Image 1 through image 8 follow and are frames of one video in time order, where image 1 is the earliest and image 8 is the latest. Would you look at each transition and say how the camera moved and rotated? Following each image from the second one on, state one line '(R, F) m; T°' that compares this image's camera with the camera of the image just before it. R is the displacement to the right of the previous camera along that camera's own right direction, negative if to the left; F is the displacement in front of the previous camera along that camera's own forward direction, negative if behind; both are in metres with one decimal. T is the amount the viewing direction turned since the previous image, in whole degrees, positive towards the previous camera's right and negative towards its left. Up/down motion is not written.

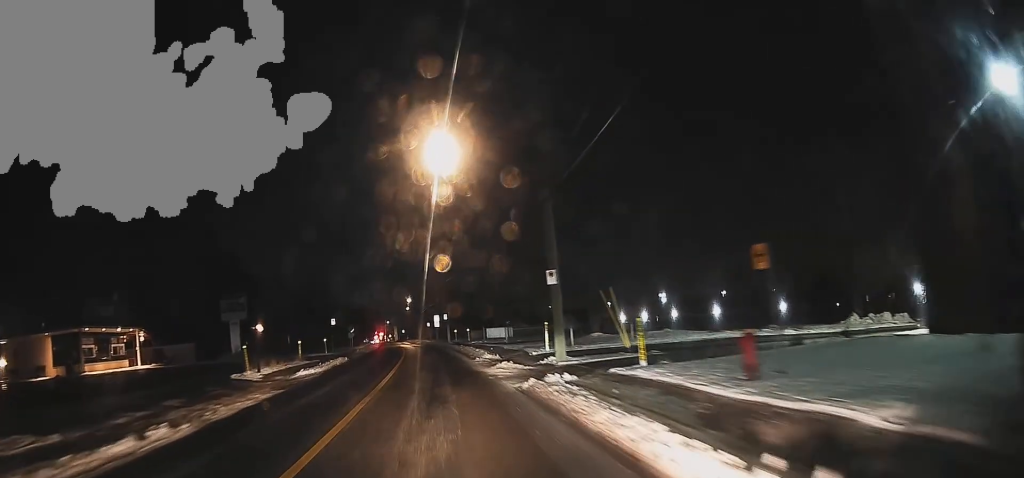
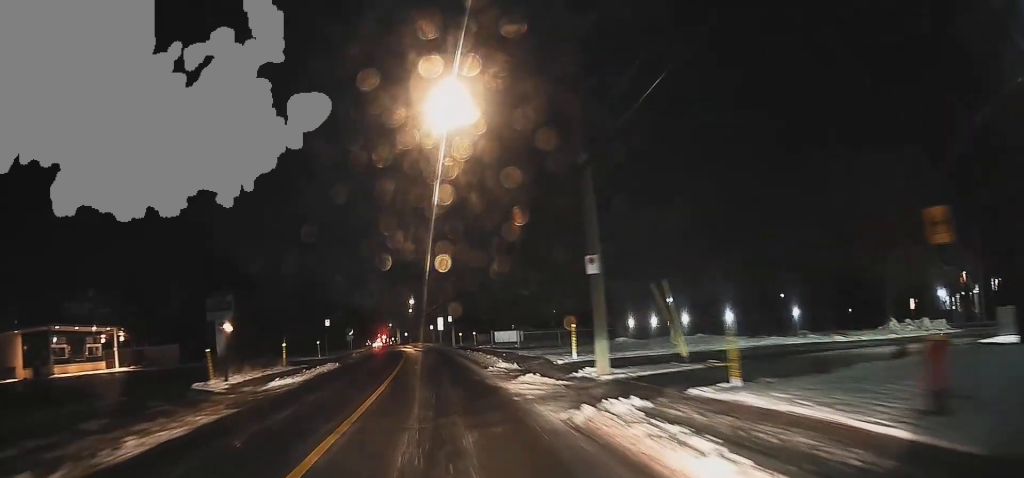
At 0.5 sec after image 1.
(-0.1, +3.4) m; -1°
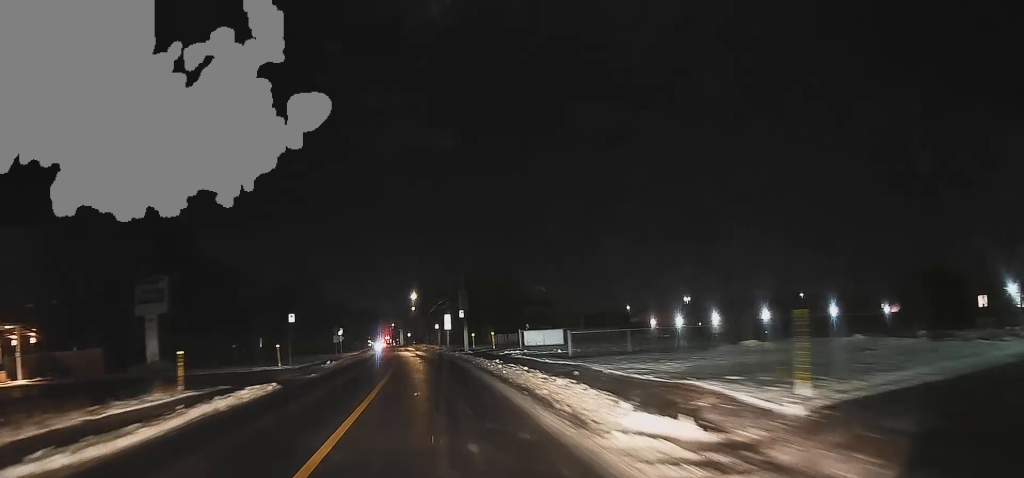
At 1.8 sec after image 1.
(-0.1, +11.1) m; +1°
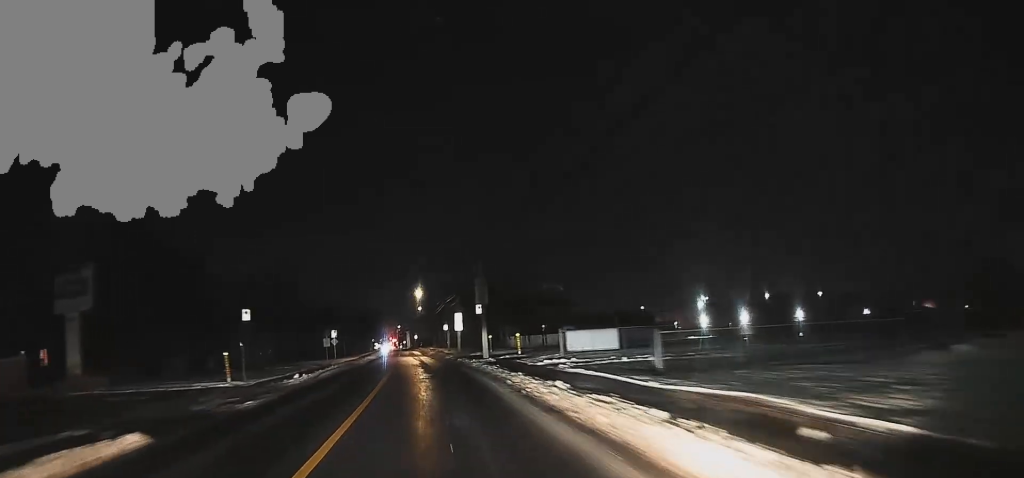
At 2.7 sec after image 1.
(+0.2, +8.5) m; 0°
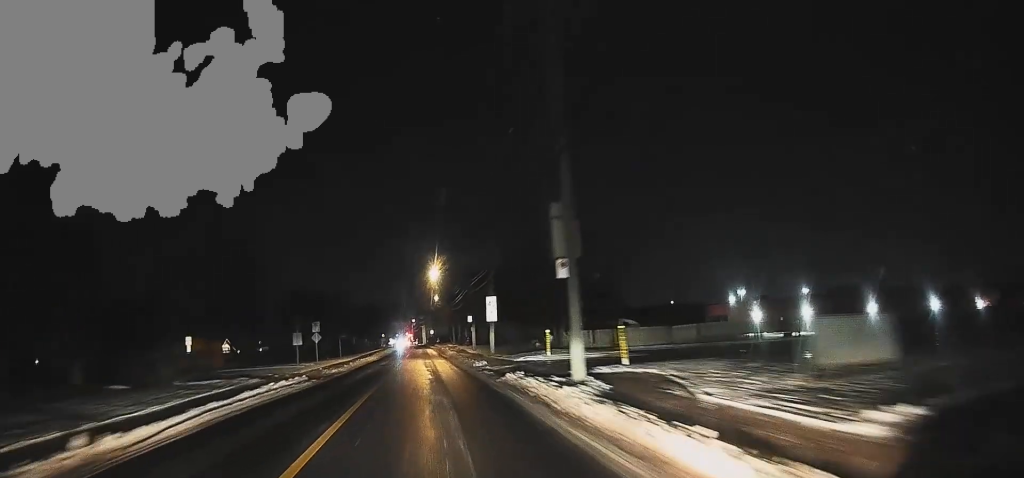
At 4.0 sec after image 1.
(-0.4, +15.5) m; -3°
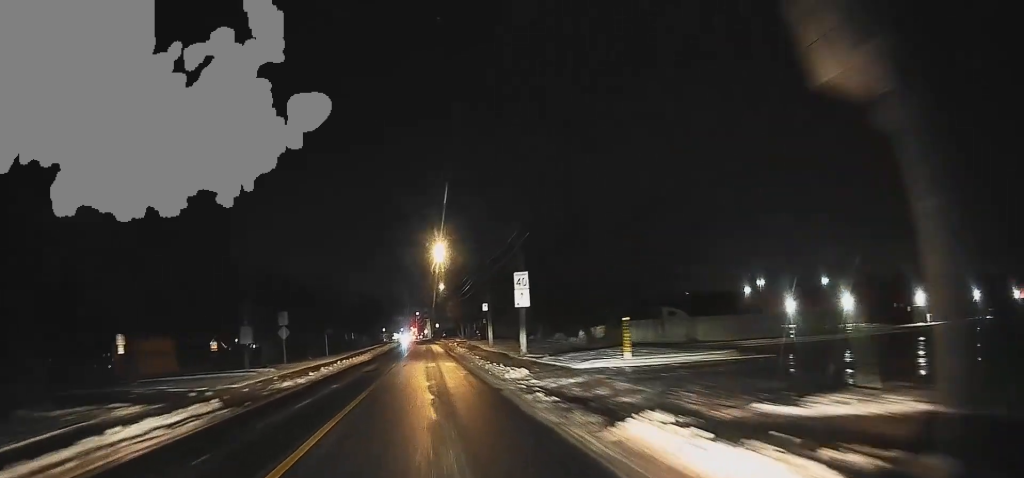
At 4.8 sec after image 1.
(0.0, +9.4) m; -2°
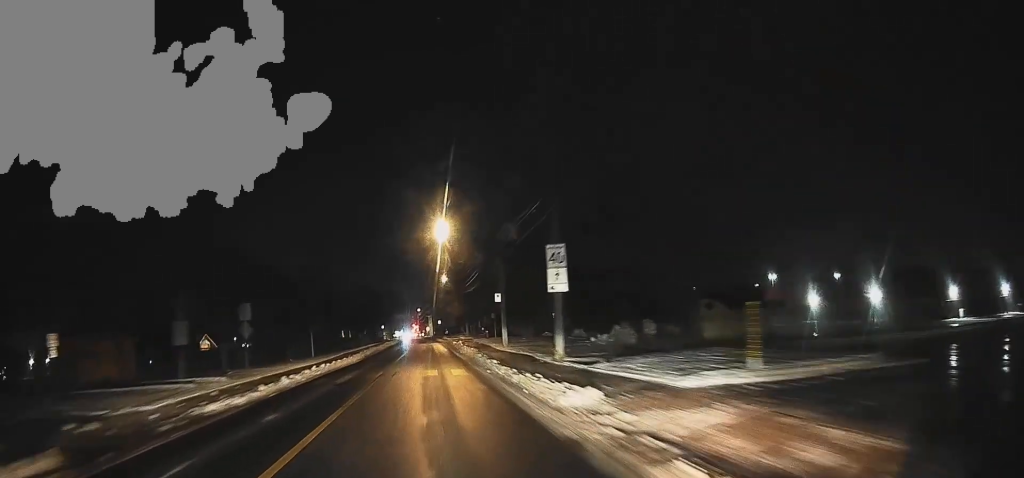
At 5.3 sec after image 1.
(-0.2, +6.6) m; 0°
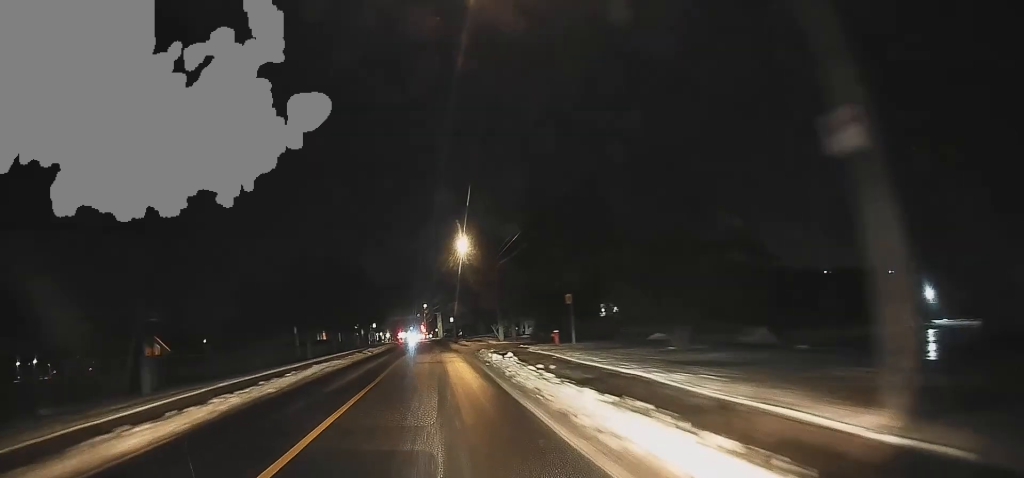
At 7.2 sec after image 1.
(+0.2, +26.8) m; +1°
